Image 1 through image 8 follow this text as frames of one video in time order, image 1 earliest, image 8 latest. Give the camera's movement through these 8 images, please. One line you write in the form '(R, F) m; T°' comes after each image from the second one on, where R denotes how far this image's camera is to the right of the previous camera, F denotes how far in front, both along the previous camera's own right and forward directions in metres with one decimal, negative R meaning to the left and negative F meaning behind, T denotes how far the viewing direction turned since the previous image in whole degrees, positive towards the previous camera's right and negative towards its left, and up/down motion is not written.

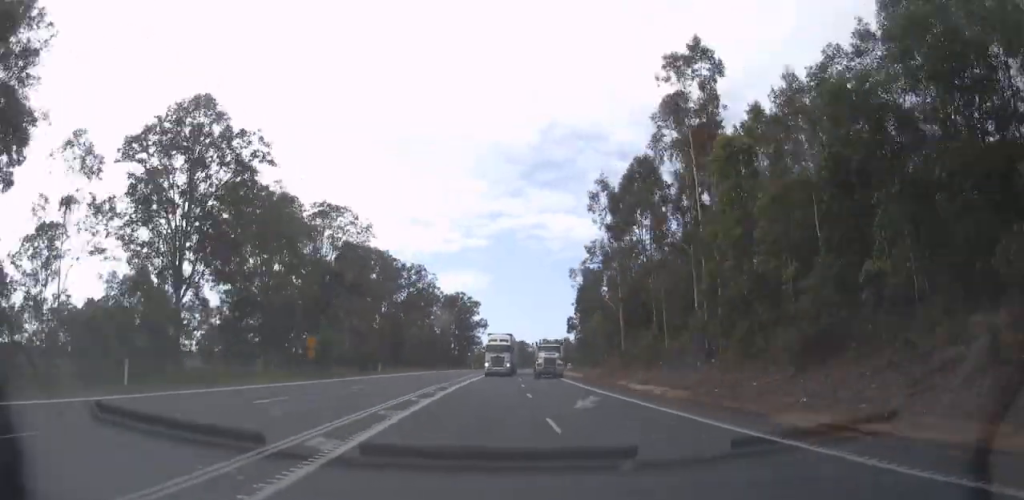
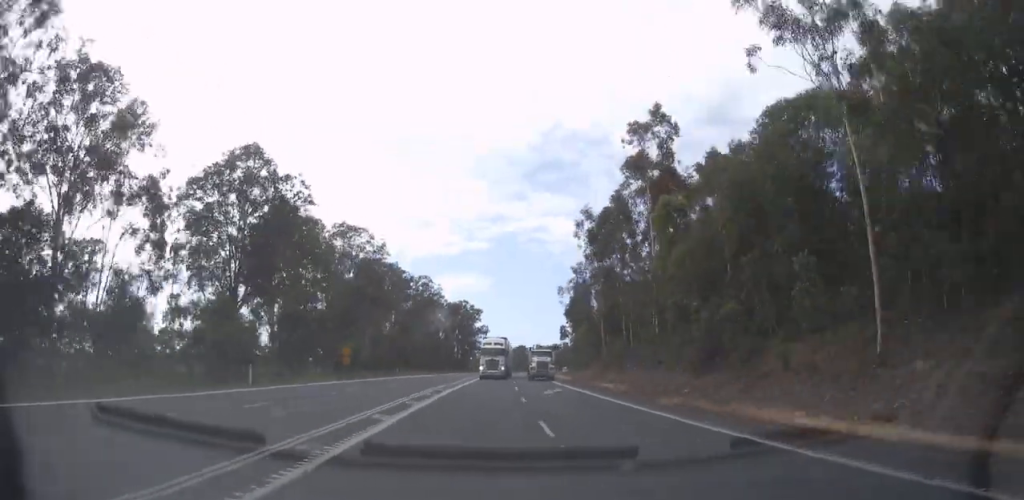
(-0.5, +12.7) m; -1°
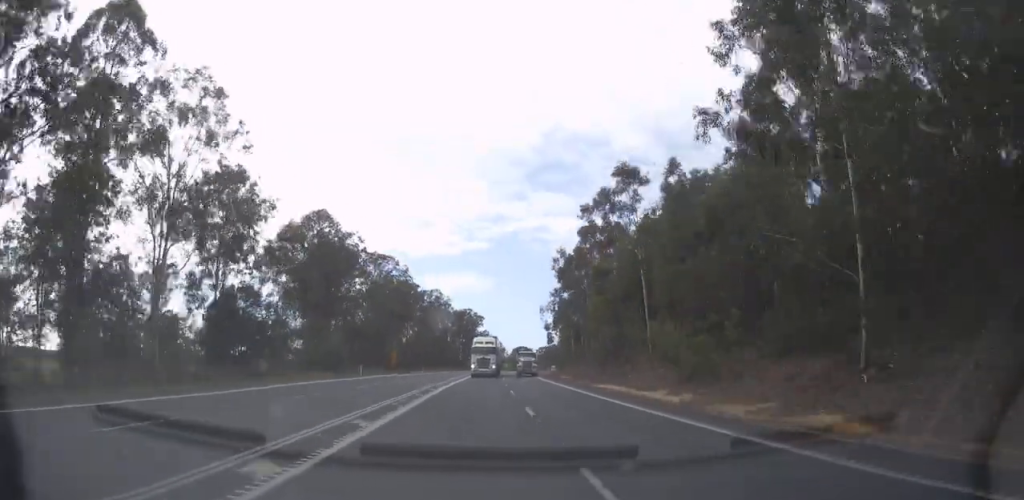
(-0.3, +28.3) m; 0°
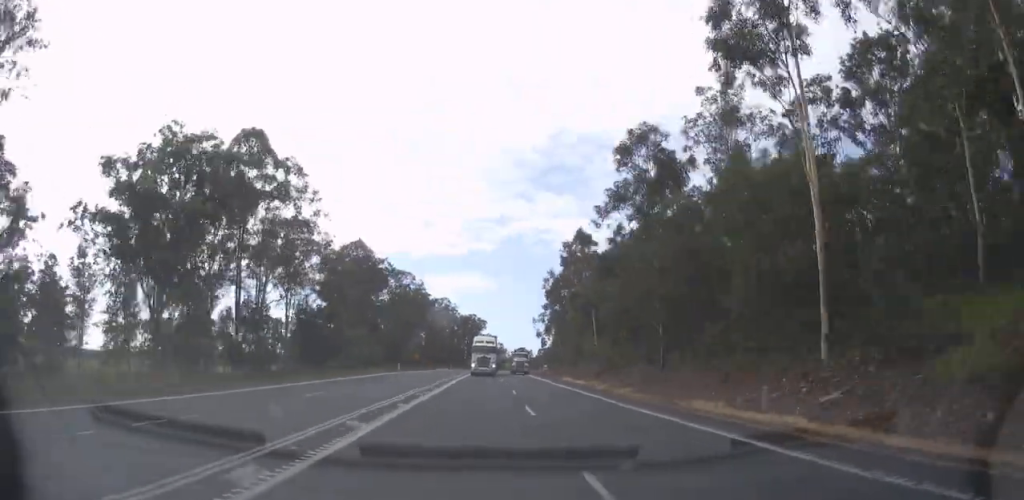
(+0.2, +23.8) m; +1°
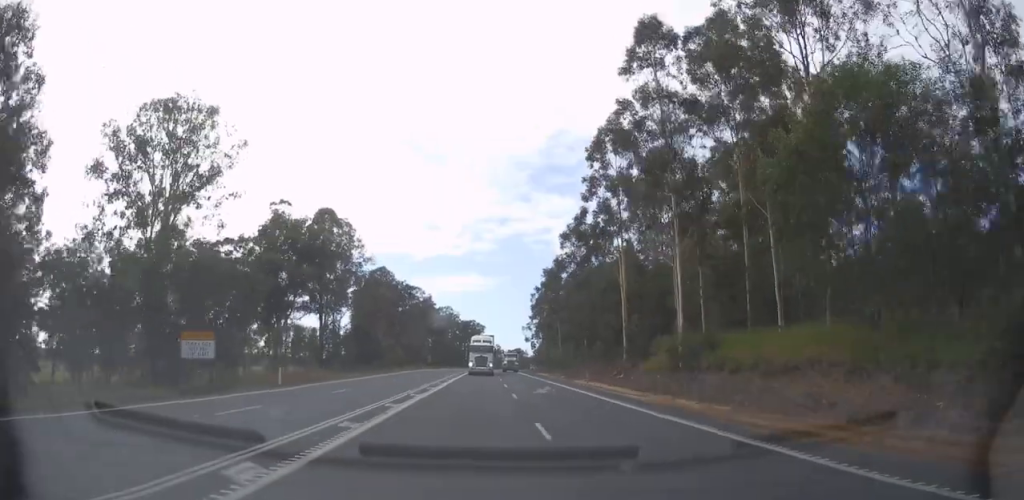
(+0.1, +31.2) m; -1°
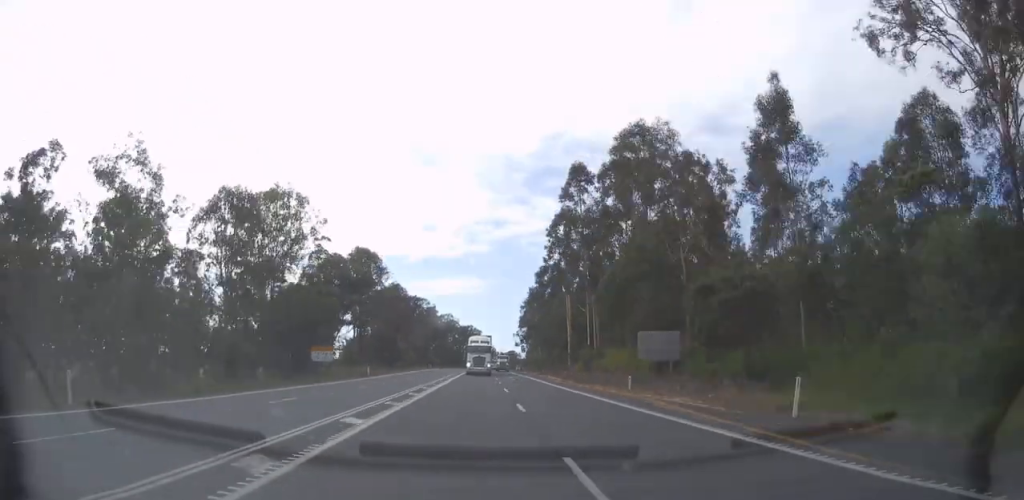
(-0.6, +30.3) m; -1°
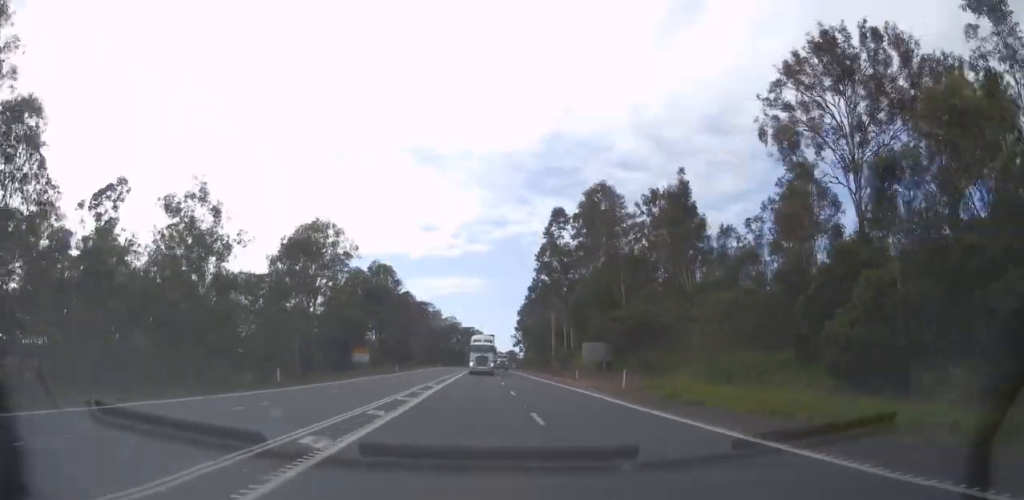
(+0.1, +20.2) m; +1°
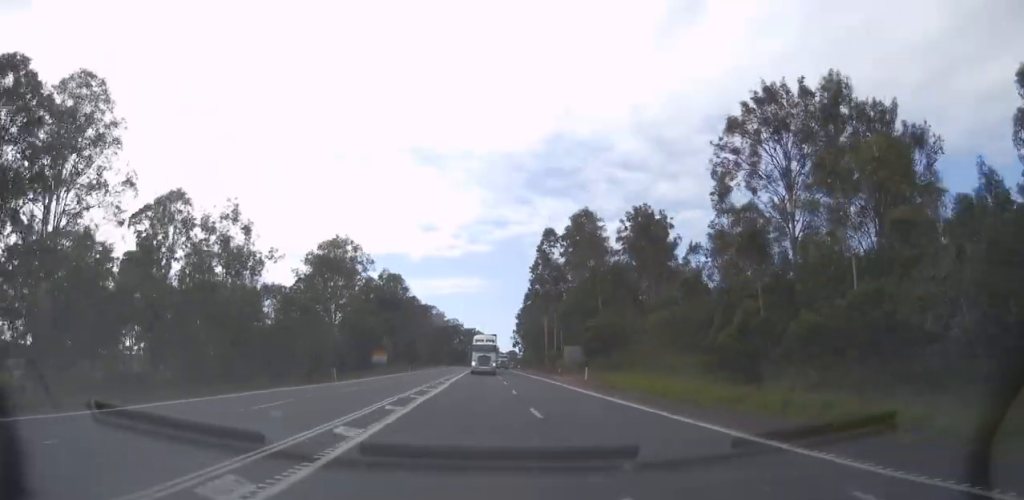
(+0.2, +13.7) m; +1°
